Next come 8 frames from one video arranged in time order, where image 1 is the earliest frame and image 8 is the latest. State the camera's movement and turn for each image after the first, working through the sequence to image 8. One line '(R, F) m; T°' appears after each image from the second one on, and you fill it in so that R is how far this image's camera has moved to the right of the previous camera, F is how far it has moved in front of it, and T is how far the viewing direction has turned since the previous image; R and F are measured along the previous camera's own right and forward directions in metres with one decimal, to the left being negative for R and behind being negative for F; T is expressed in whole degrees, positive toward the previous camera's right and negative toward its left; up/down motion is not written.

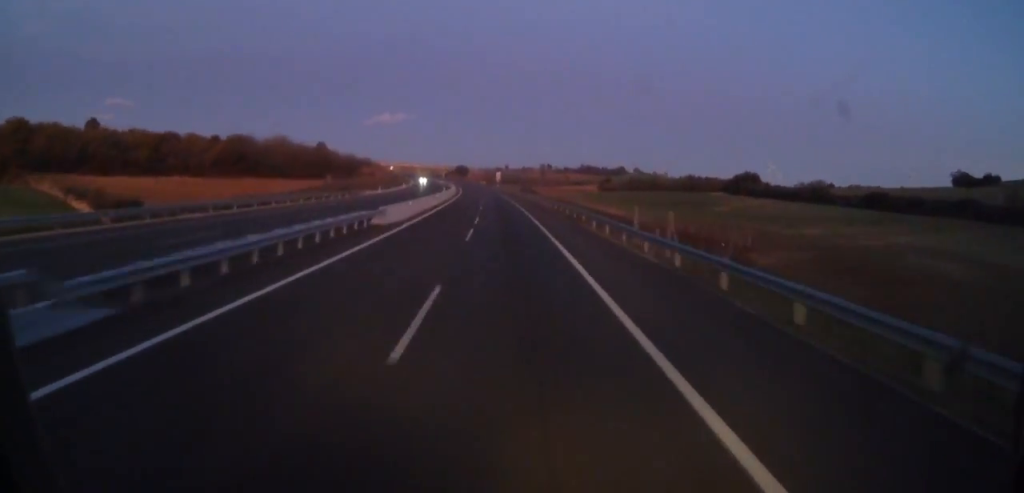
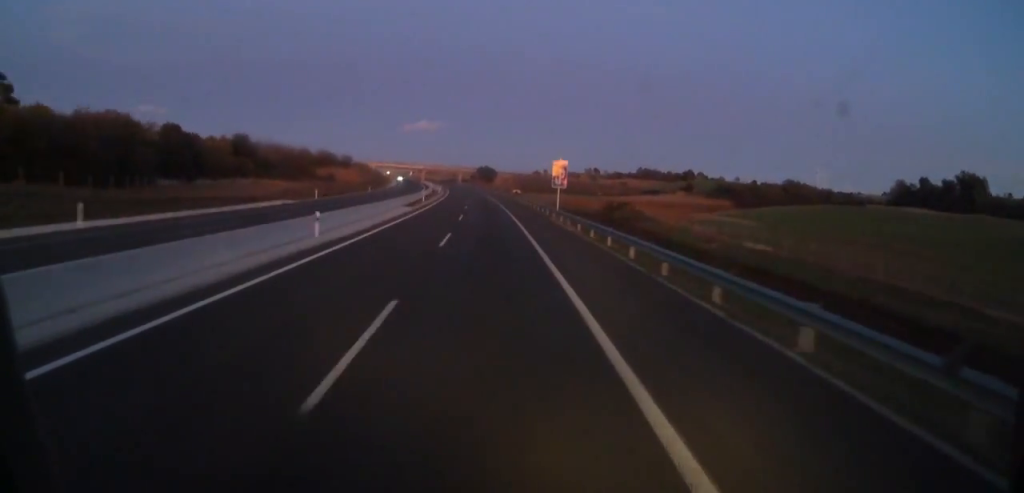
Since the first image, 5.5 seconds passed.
(-4.2, +128.2) m; -4°
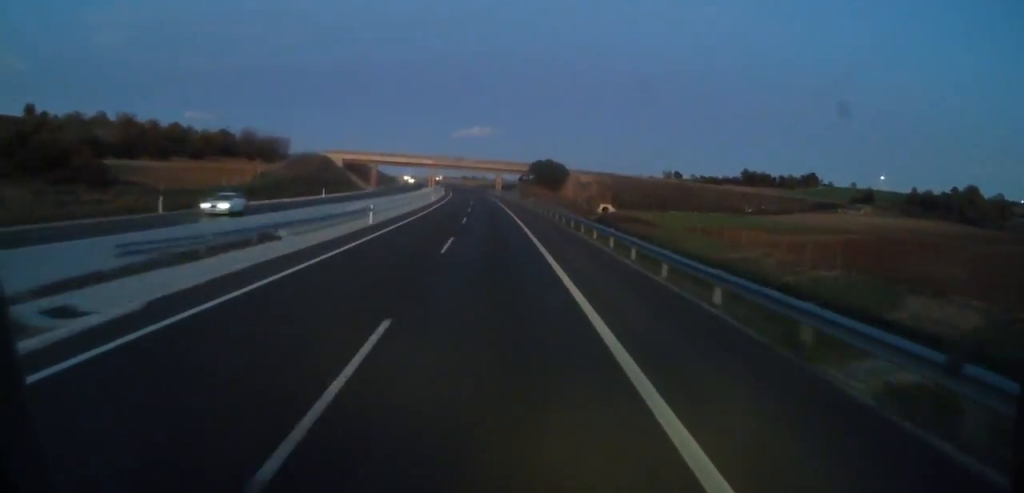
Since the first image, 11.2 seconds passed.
(-4.1, +135.6) m; -4°
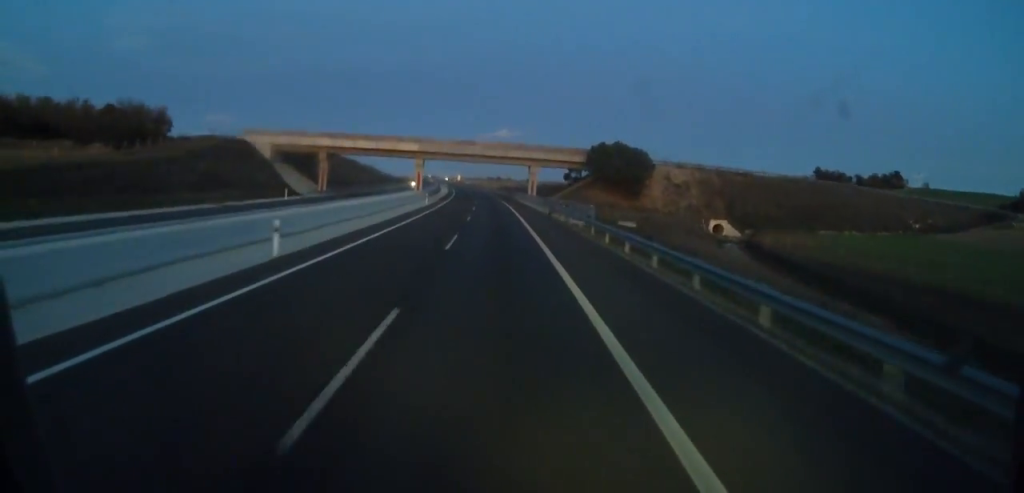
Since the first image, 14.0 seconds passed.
(-1.4, +67.1) m; -1°
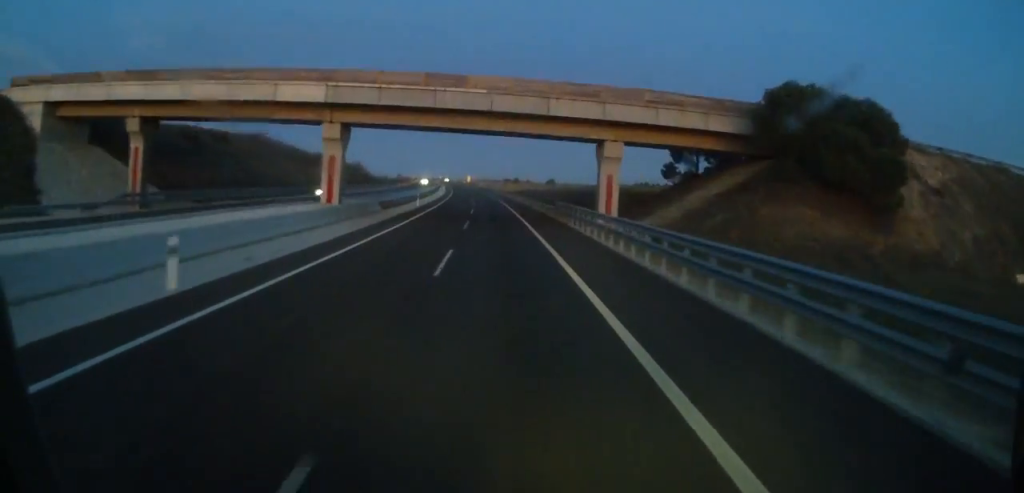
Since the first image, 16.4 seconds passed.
(-0.6, +57.7) m; -1°
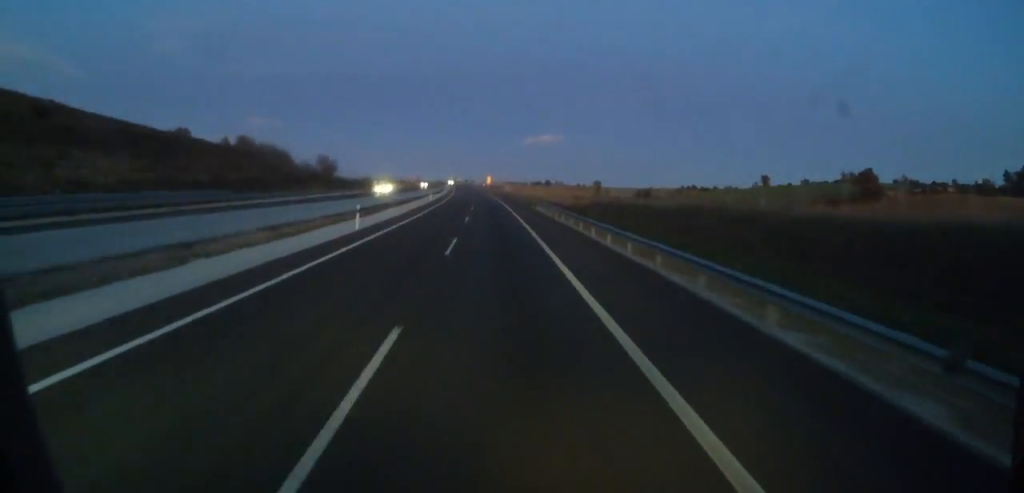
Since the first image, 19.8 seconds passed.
(-0.8, +80.7) m; -2°
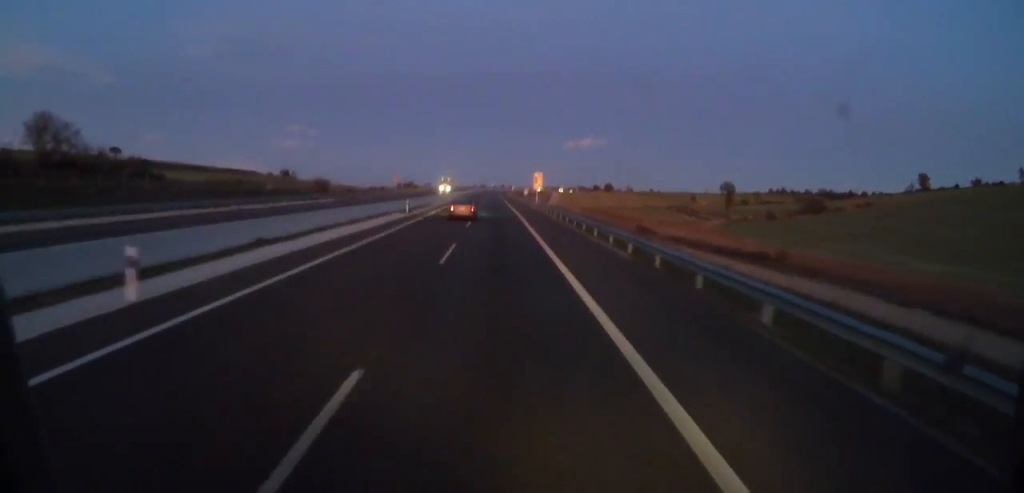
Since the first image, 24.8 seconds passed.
(-3.4, +122.9) m; -3°
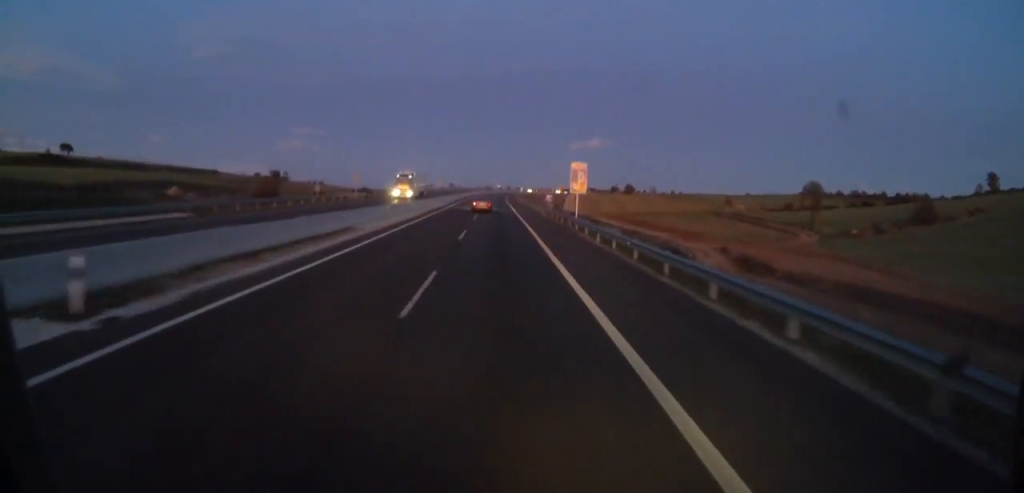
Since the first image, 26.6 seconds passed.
(-0.3, +41.9) m; -1°
